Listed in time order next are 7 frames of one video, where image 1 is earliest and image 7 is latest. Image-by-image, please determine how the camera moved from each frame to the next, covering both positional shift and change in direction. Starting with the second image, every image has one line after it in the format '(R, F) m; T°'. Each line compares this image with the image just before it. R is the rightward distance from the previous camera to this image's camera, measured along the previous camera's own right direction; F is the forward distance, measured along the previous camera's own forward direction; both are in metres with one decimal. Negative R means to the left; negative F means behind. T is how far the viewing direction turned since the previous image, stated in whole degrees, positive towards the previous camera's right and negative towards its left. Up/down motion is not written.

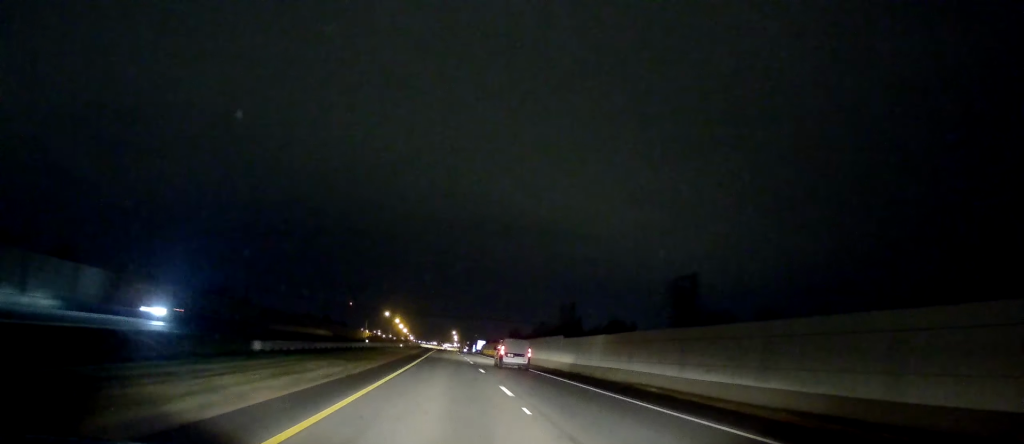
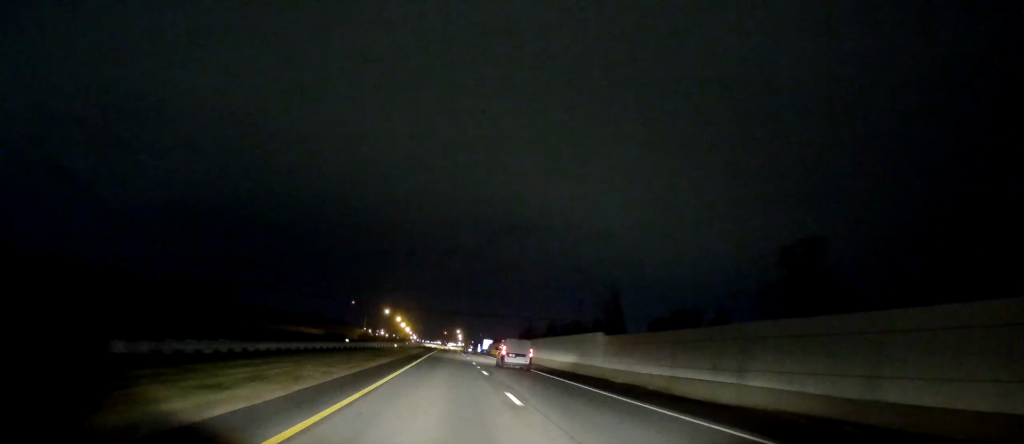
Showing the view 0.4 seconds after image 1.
(0.0, +14.5) m; 0°
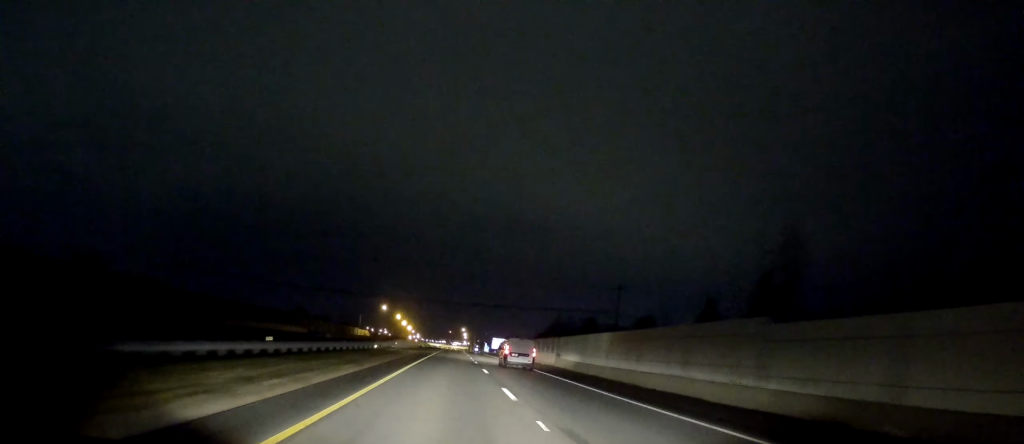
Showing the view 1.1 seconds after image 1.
(+0.1, +23.4) m; -1°
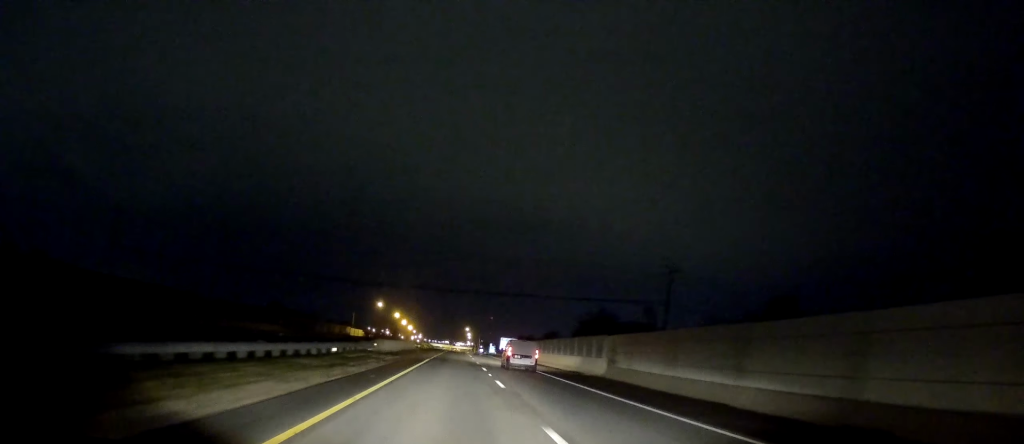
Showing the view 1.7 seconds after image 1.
(-0.1, +19.9) m; -1°
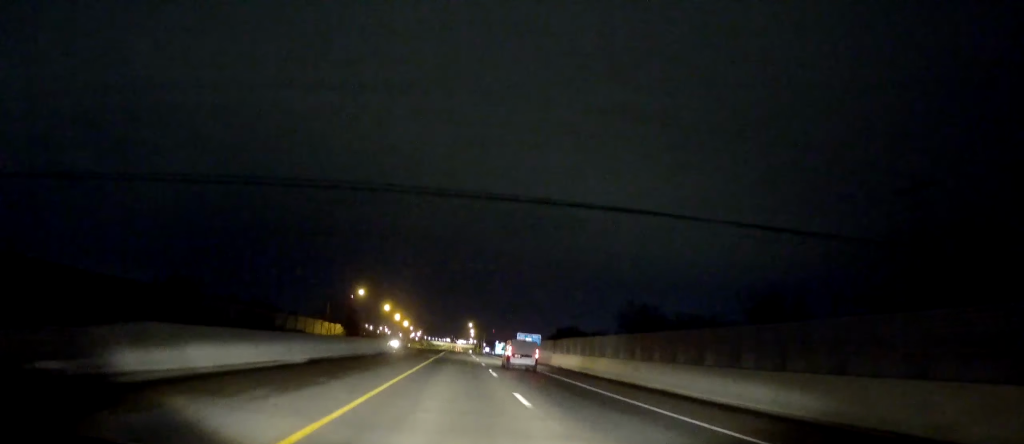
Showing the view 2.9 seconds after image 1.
(-0.7, +39.6) m; 0°
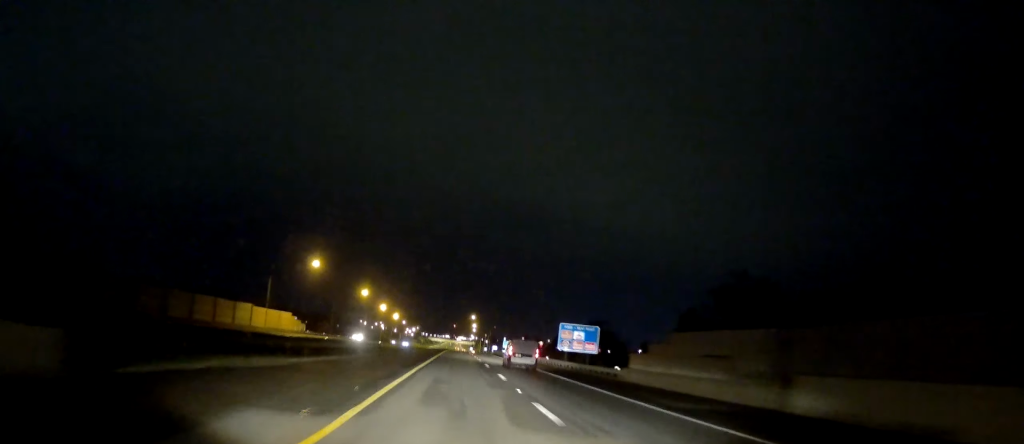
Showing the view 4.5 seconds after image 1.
(+0.4, +50.4) m; 0°
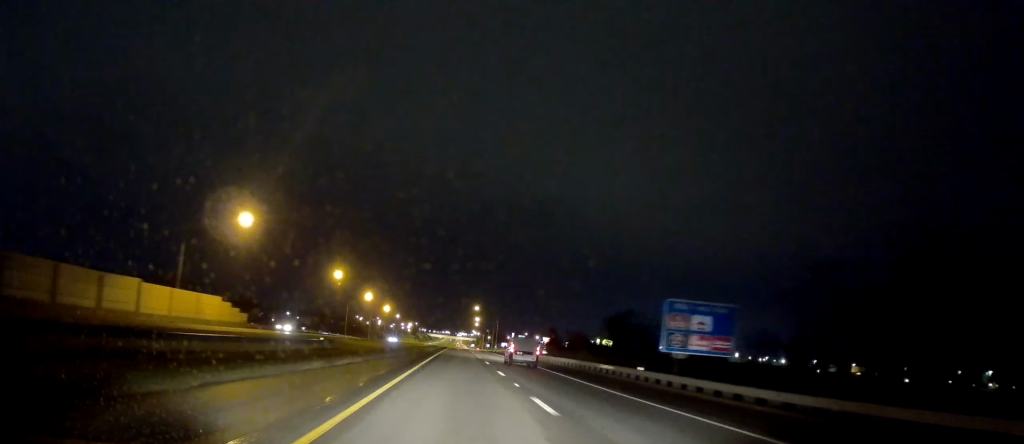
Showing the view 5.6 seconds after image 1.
(-0.5, +35.7) m; -1°
